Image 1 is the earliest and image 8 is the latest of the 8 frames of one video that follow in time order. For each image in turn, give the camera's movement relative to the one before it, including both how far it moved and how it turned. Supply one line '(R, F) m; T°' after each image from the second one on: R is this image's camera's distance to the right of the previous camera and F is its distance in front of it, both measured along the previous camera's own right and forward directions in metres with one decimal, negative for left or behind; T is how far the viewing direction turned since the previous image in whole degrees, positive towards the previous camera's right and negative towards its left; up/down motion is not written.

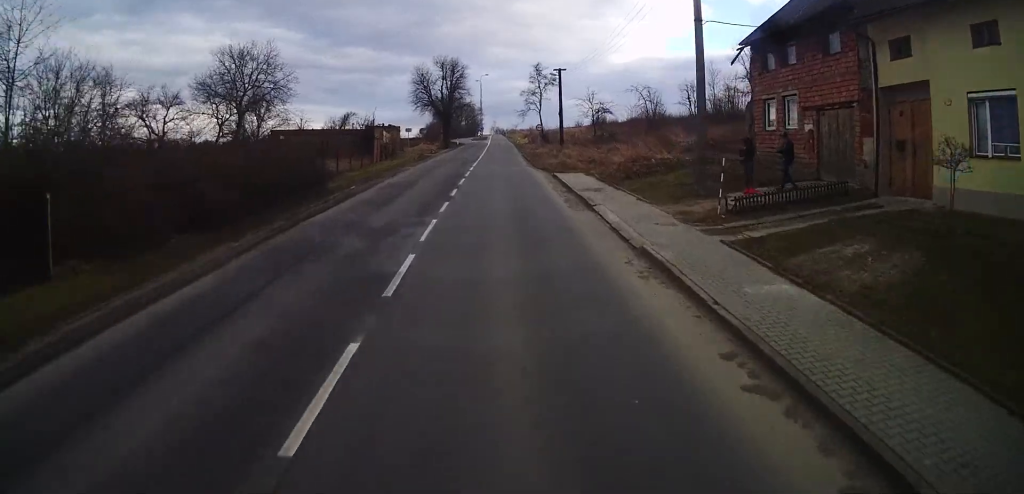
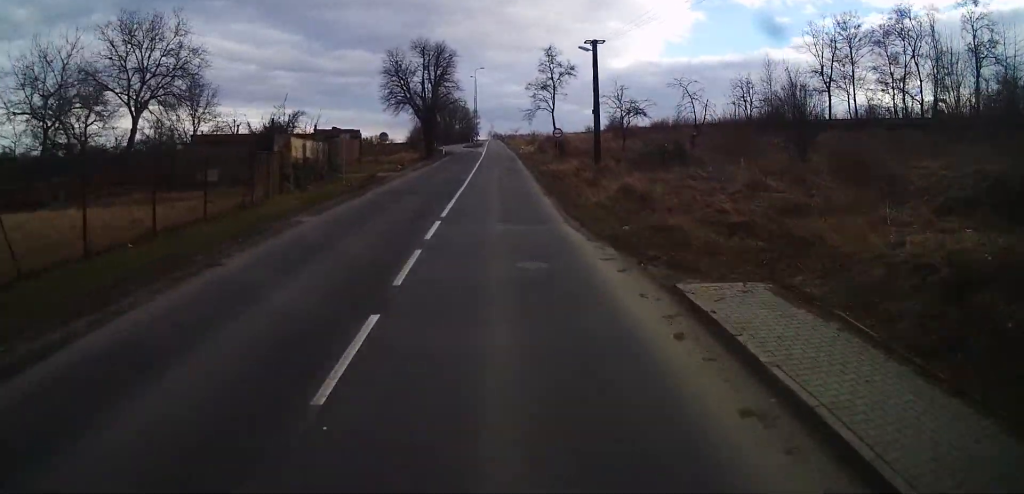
(+0.3, +21.3) m; +2°
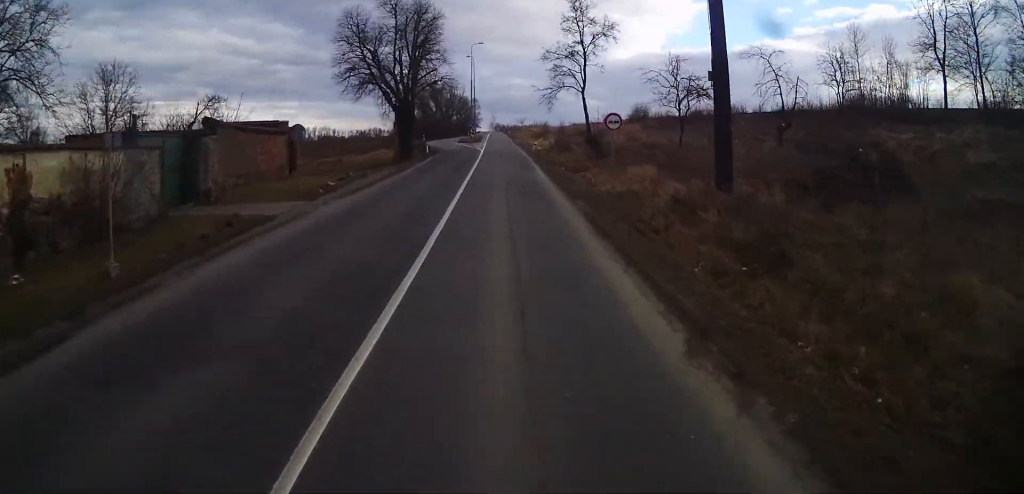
(+0.2, +19.4) m; 0°
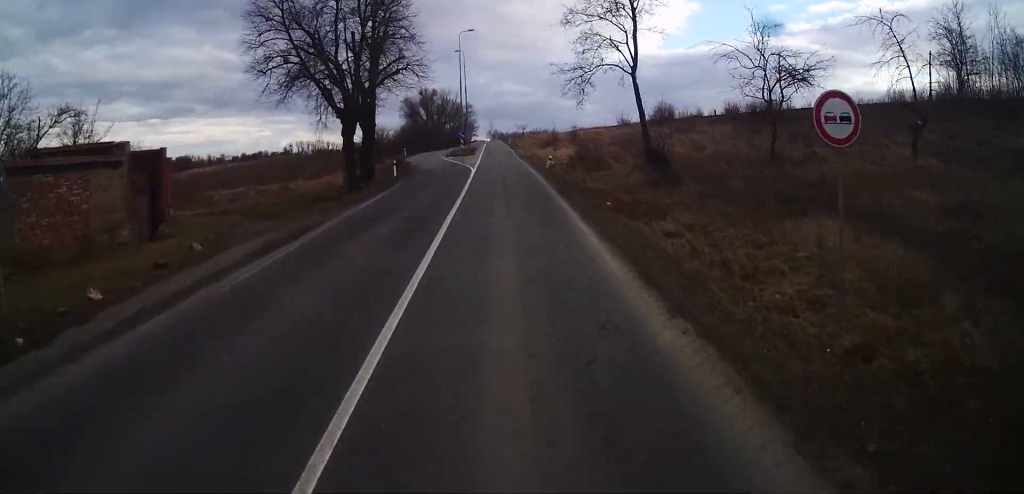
(-0.1, +15.9) m; 0°
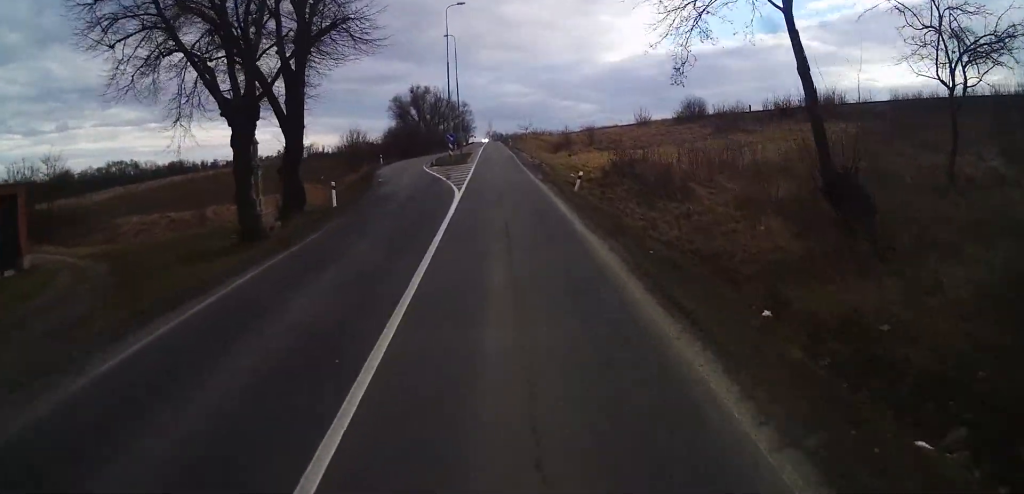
(0.0, +13.6) m; 0°
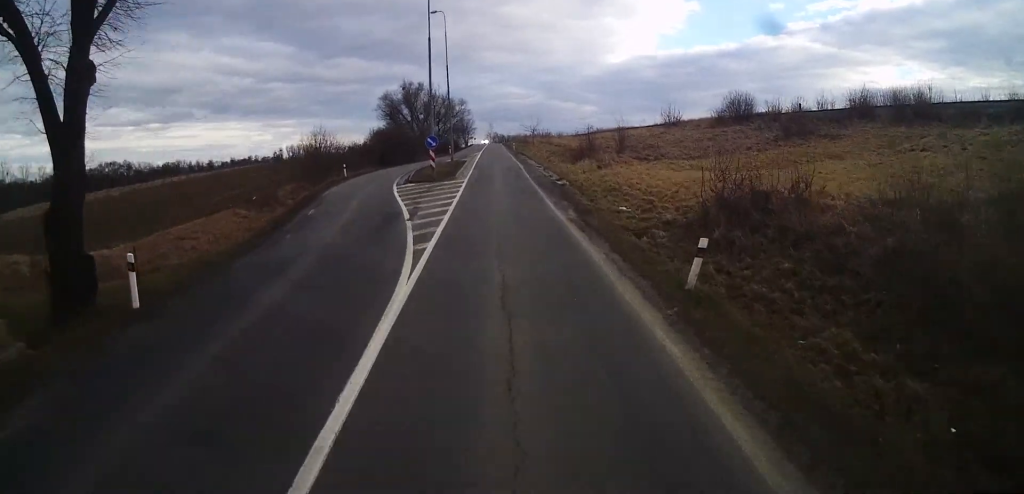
(0.0, +13.7) m; +1°
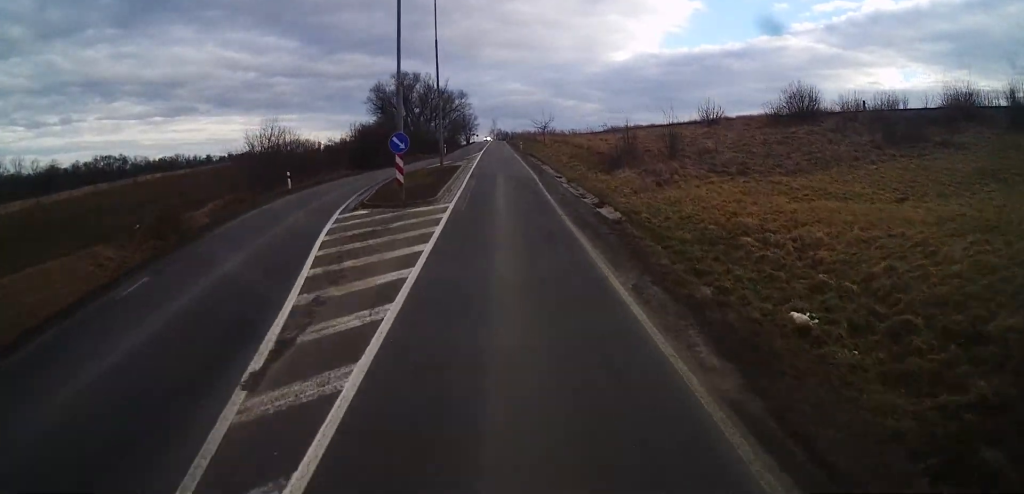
(+0.2, +12.2) m; +1°
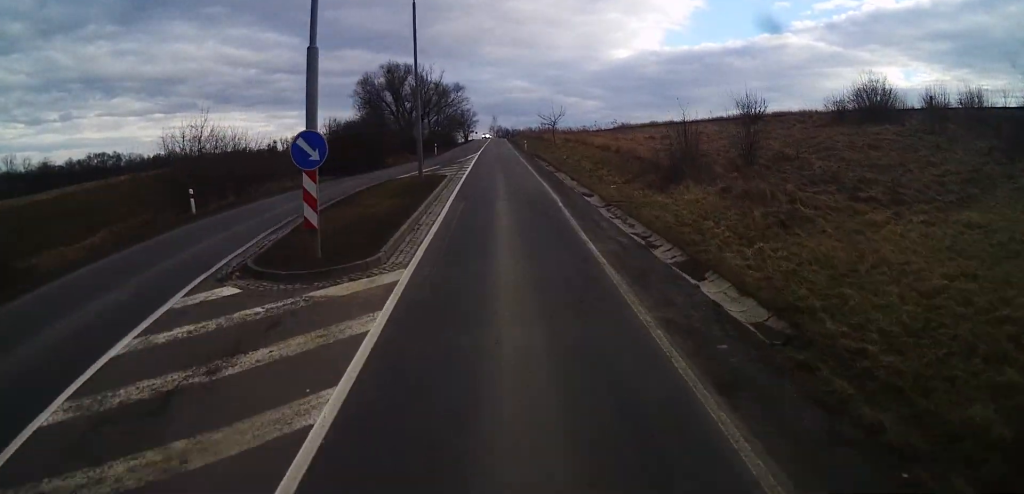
(+0.1, +10.1) m; 0°
